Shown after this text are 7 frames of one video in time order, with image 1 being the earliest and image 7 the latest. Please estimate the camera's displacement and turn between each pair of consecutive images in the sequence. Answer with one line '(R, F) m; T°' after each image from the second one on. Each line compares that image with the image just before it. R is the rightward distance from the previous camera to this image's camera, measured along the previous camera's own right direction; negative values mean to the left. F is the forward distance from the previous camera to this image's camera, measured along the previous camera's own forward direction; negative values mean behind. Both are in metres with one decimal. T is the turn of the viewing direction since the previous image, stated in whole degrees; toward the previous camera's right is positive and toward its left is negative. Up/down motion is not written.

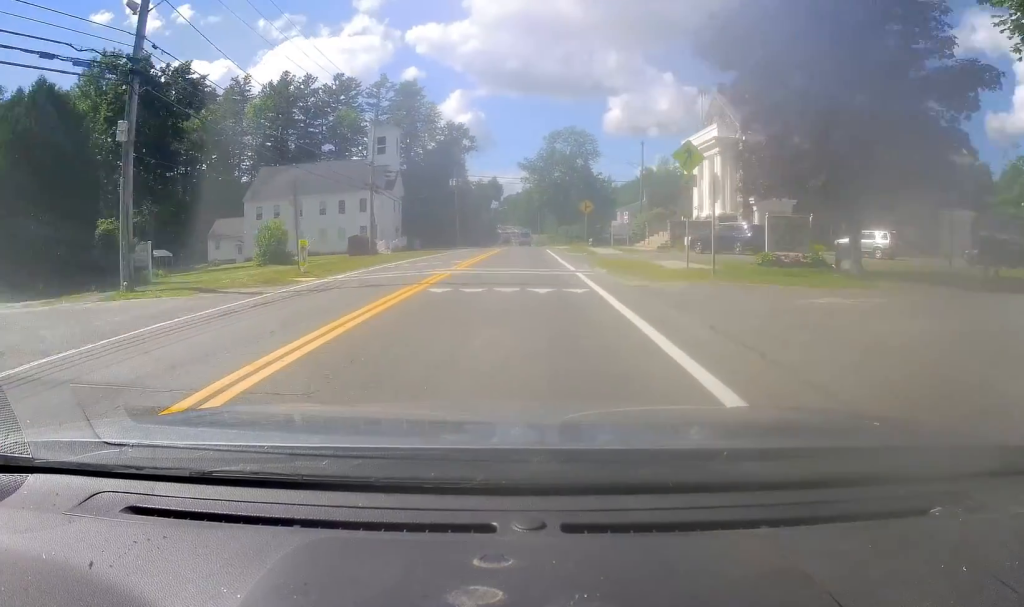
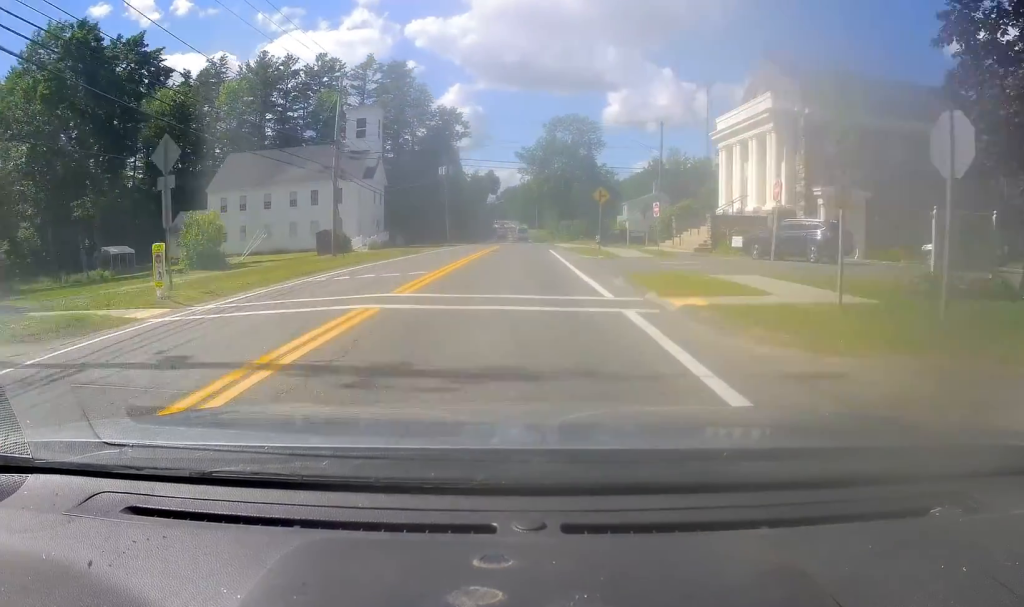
(0.0, +10.1) m; 0°
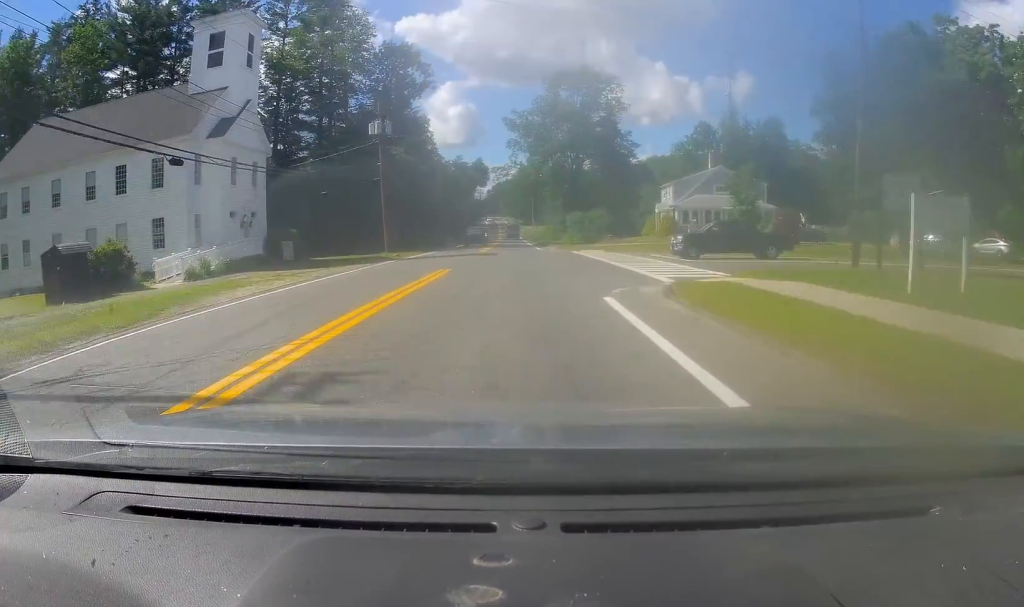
(+0.3, +36.3) m; +1°
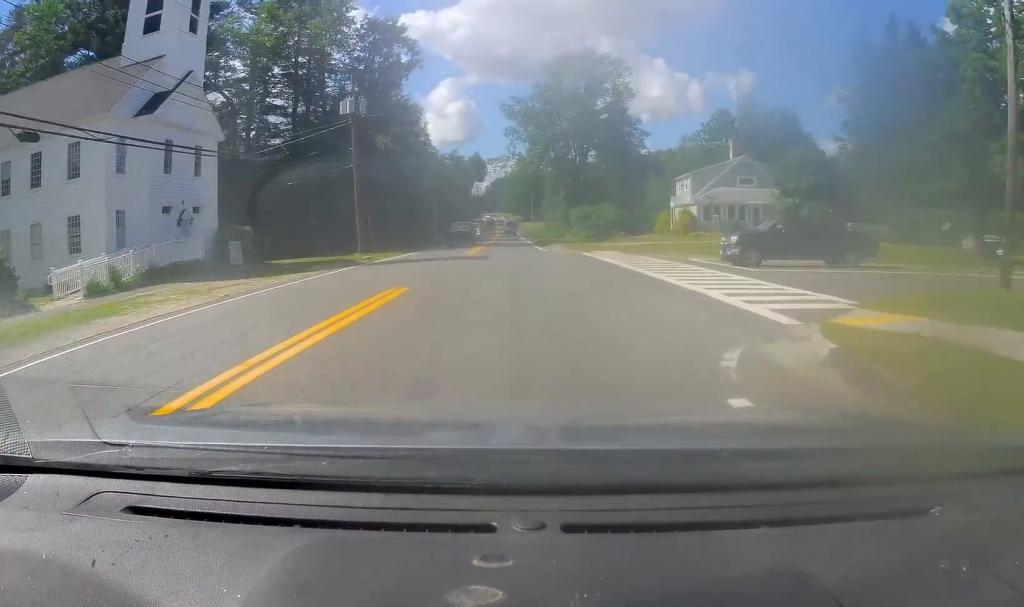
(0.0, +7.9) m; 0°
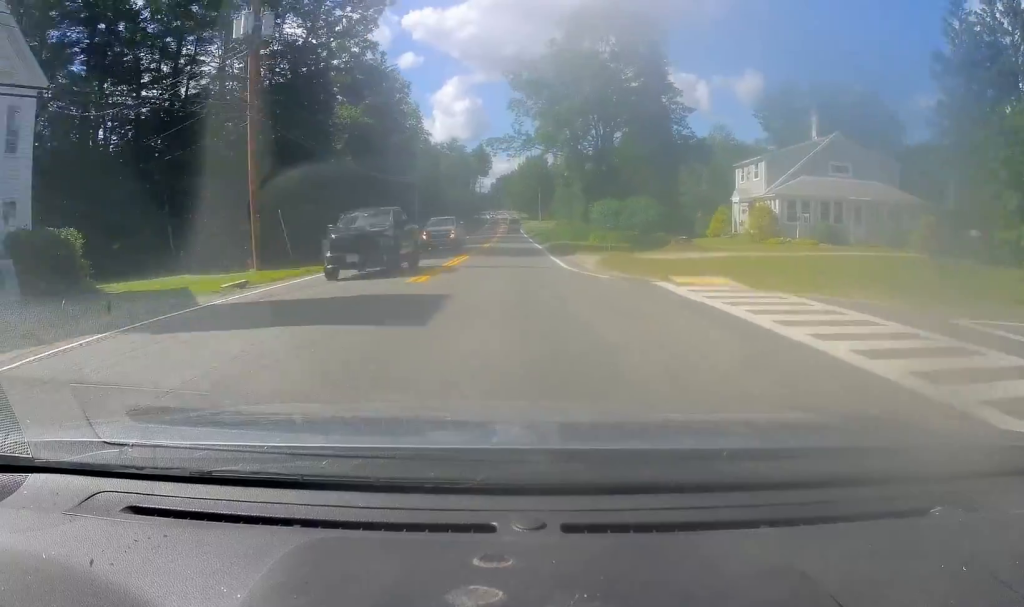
(0.0, +17.7) m; 0°
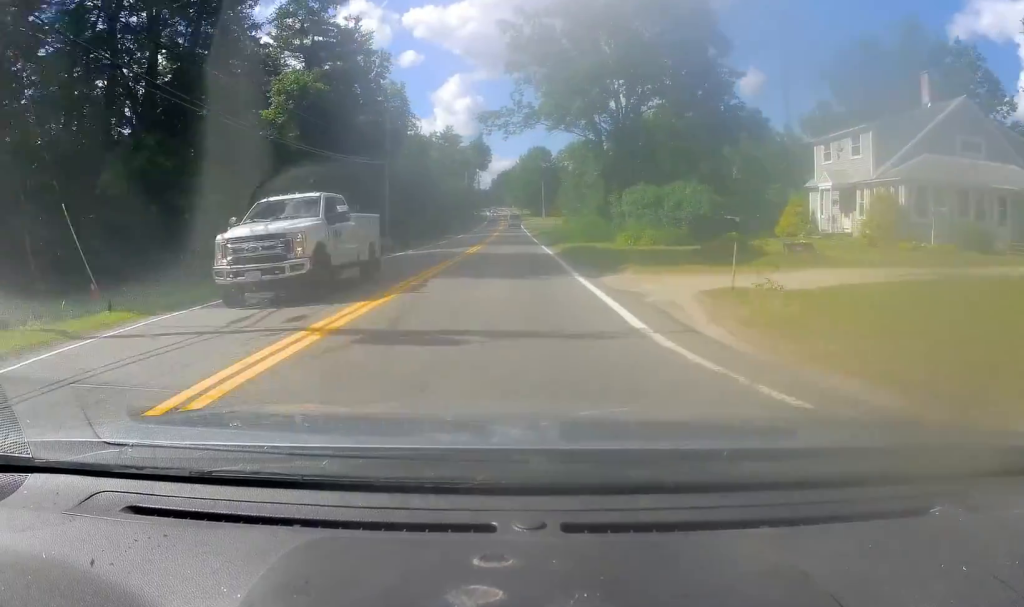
(0.0, +14.8) m; 0°
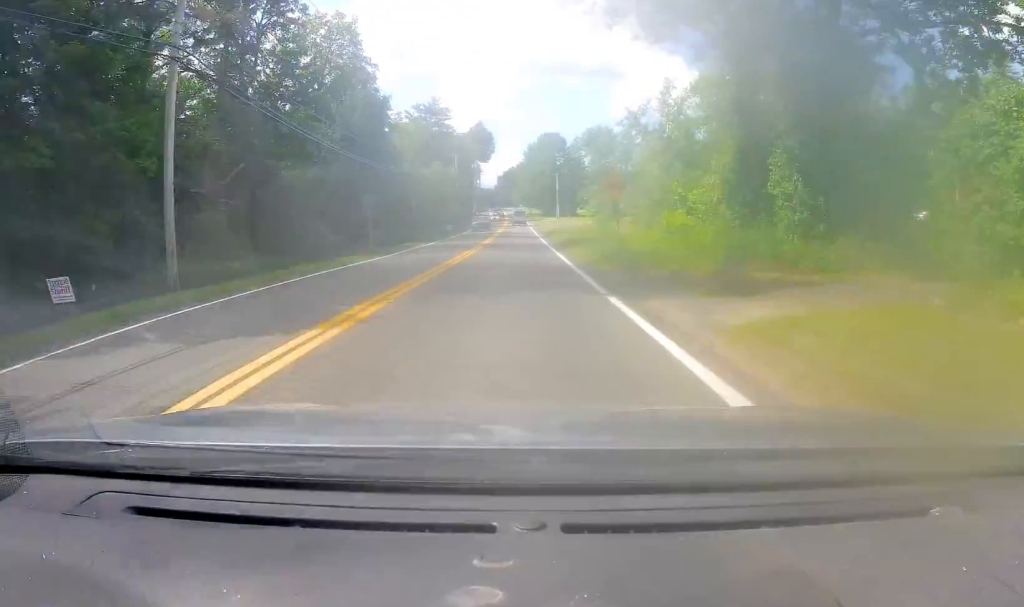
(-0.3, +30.7) m; -2°
